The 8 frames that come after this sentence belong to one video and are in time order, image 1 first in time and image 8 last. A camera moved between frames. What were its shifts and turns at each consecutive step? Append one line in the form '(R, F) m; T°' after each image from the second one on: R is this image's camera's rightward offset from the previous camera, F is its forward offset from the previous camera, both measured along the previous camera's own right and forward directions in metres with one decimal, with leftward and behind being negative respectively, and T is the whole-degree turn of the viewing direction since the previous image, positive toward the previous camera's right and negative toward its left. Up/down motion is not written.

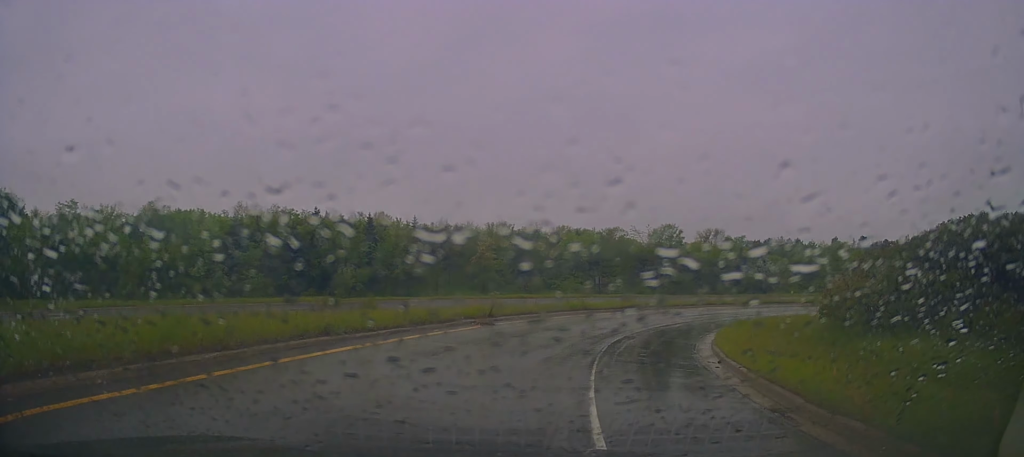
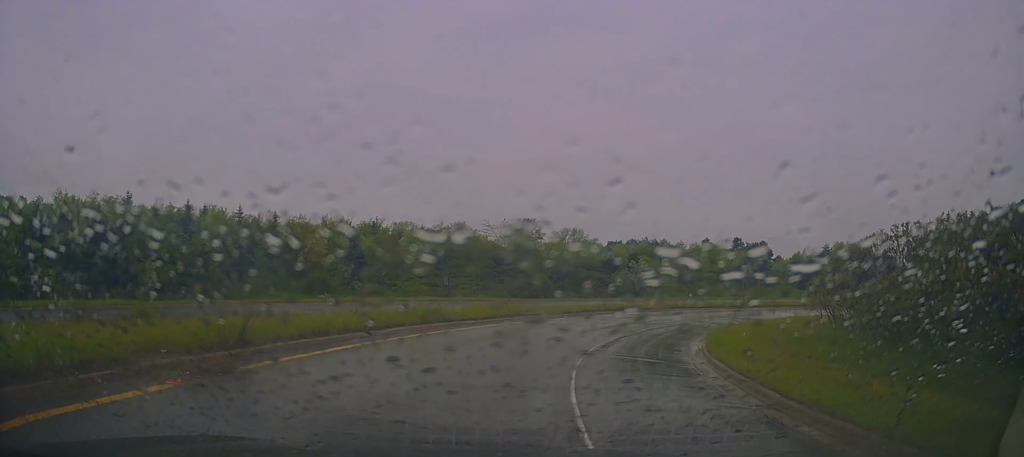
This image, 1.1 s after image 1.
(+1.8, +12.4) m; +15°
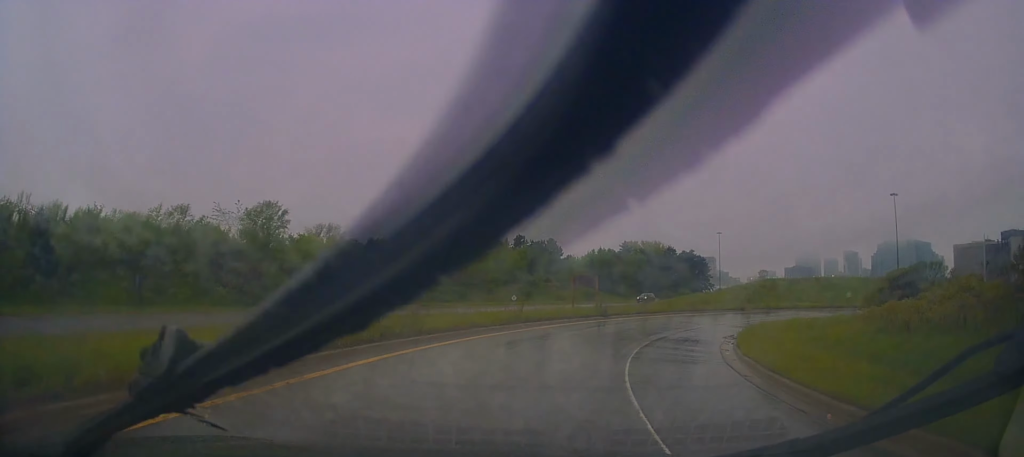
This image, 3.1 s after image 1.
(+5.2, +21.8) m; +27°
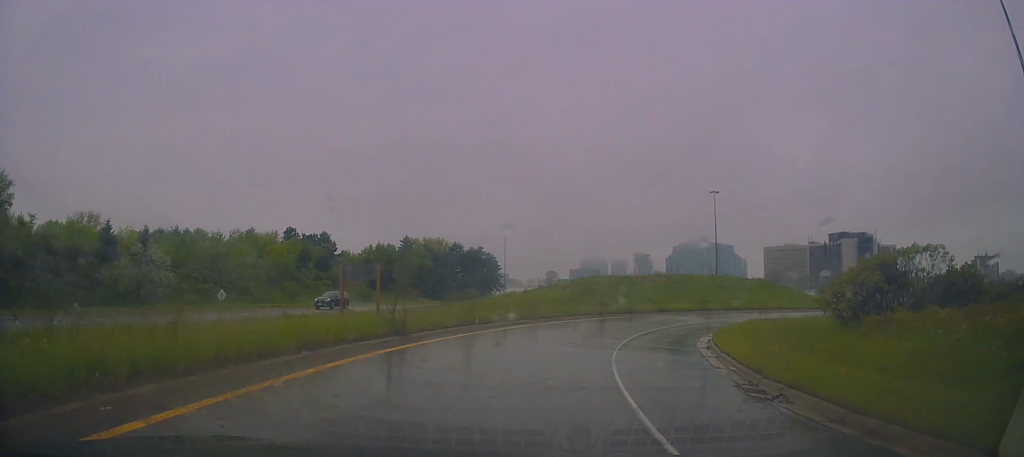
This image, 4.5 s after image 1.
(+2.7, +16.8) m; +23°
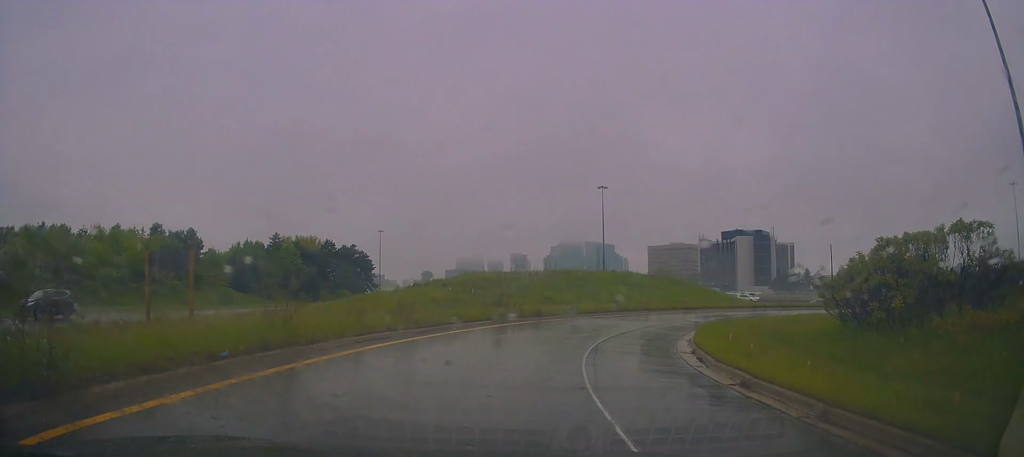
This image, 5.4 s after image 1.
(+1.6, +9.9) m; +12°
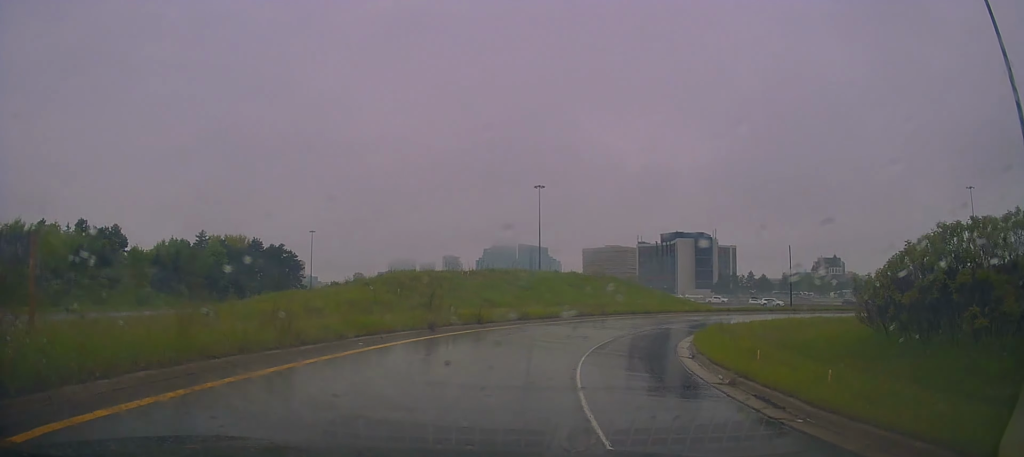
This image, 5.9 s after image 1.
(+0.4, +6.1) m; +6°
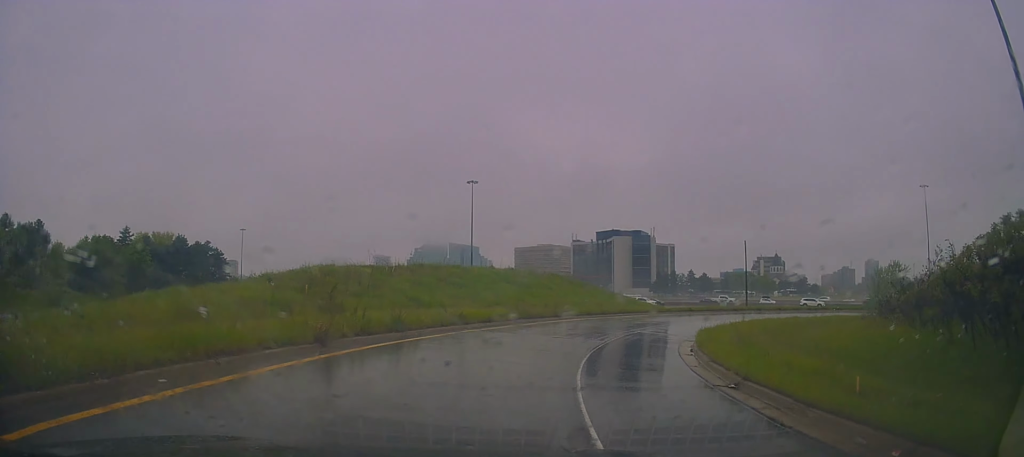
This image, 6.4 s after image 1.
(+0.3, +6.1) m; +4°
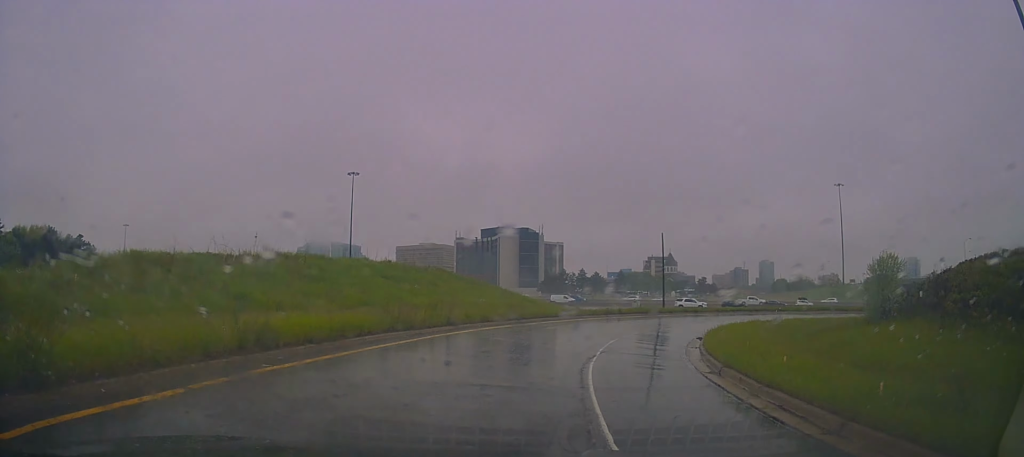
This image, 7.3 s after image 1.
(+0.7, +11.0) m; +13°
